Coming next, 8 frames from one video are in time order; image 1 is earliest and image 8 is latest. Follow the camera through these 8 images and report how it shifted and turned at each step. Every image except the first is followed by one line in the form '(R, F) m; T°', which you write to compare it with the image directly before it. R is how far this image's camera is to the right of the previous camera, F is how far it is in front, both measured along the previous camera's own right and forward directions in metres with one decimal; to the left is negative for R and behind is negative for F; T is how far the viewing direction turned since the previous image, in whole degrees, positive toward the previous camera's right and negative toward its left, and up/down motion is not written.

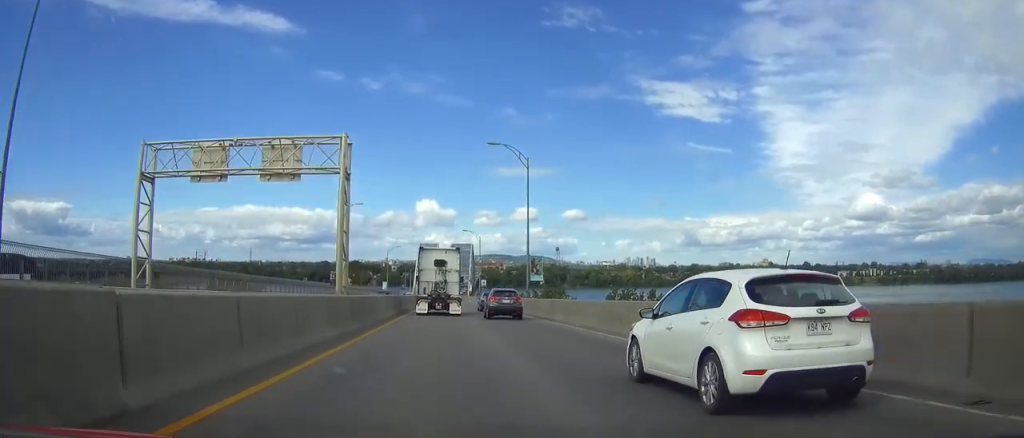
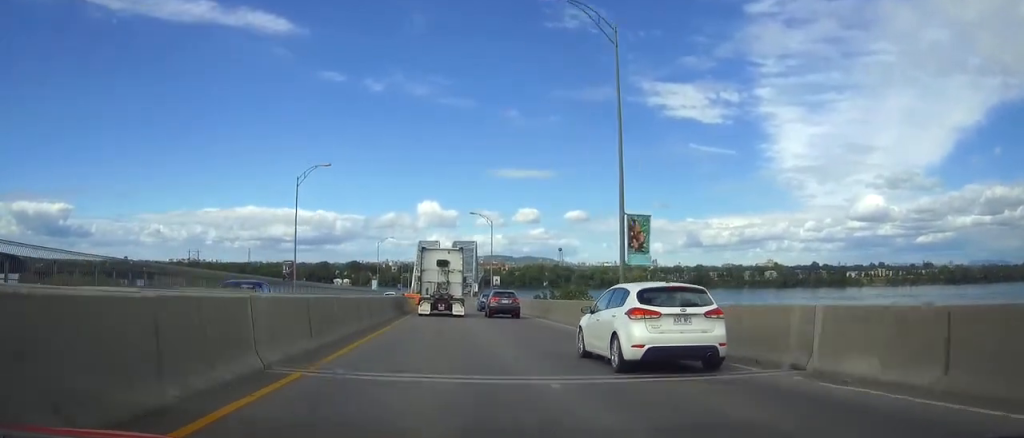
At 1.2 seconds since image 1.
(-0.1, +25.4) m; 0°
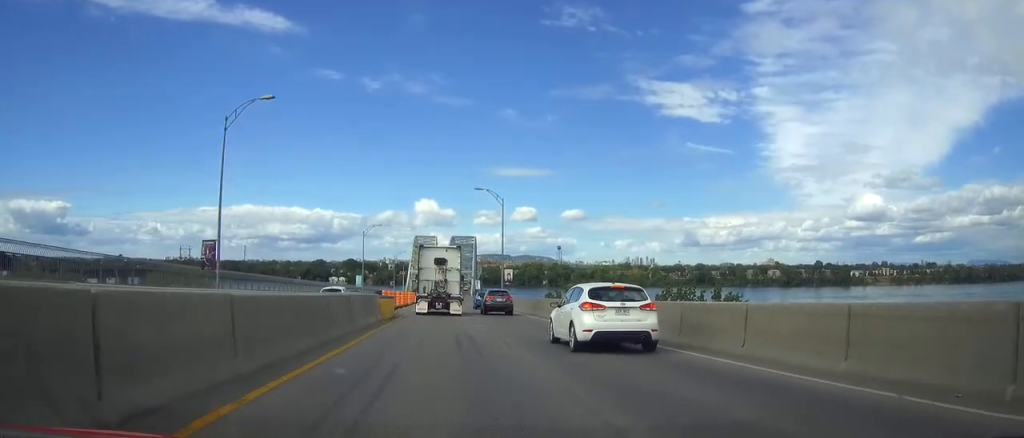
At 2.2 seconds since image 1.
(0.0, +20.0) m; 0°
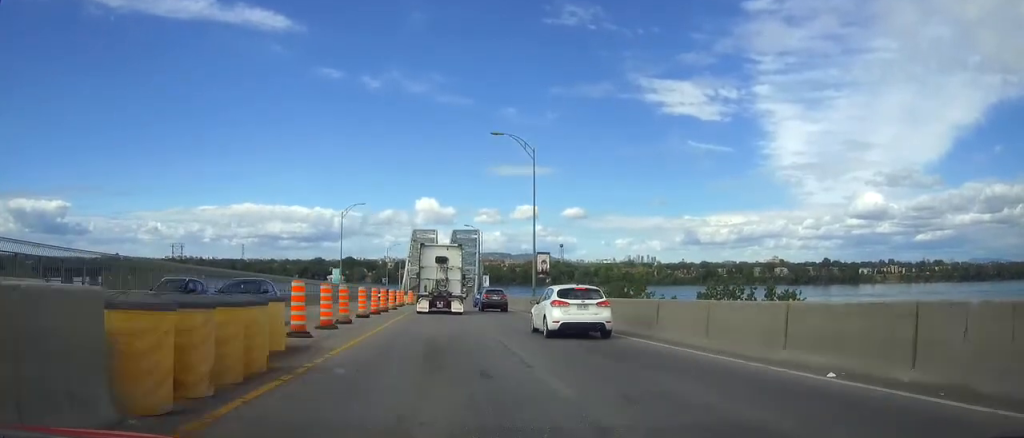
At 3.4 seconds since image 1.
(+0.1, +24.1) m; 0°
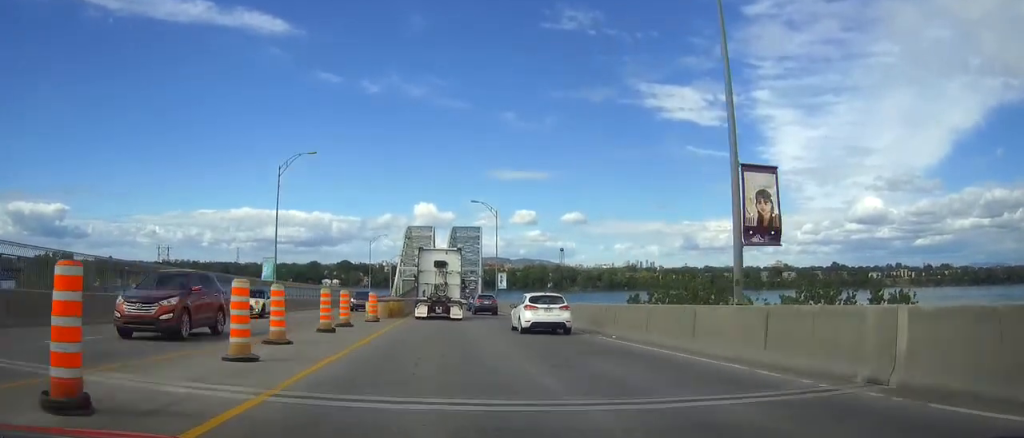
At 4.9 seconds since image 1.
(+0.1, +32.6) m; 0°
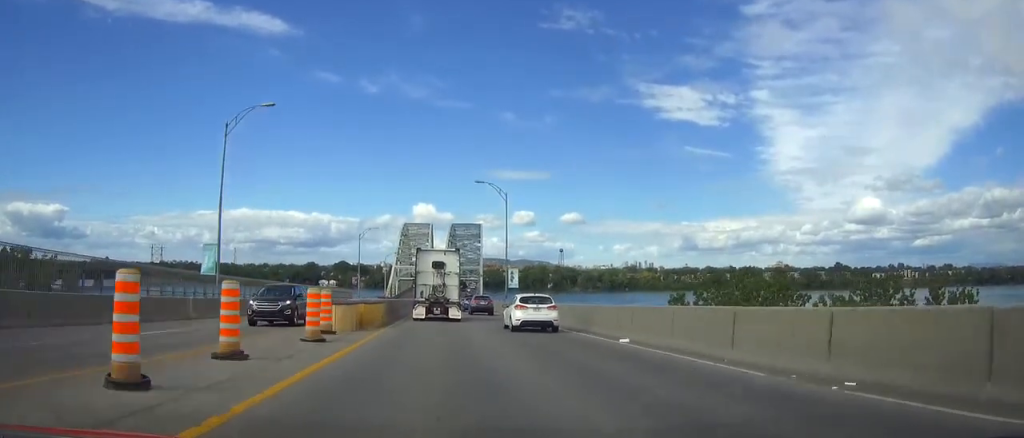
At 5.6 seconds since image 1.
(0.0, +13.3) m; 0°
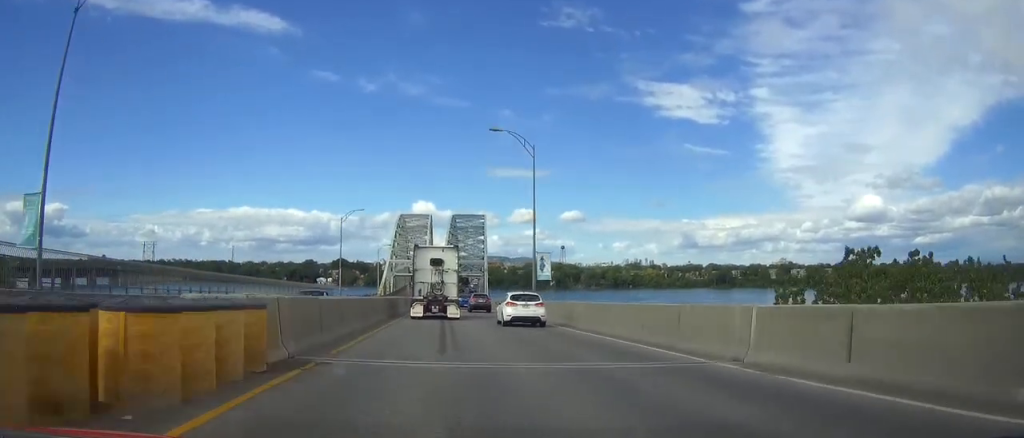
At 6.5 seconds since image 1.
(0.0, +19.0) m; 0°
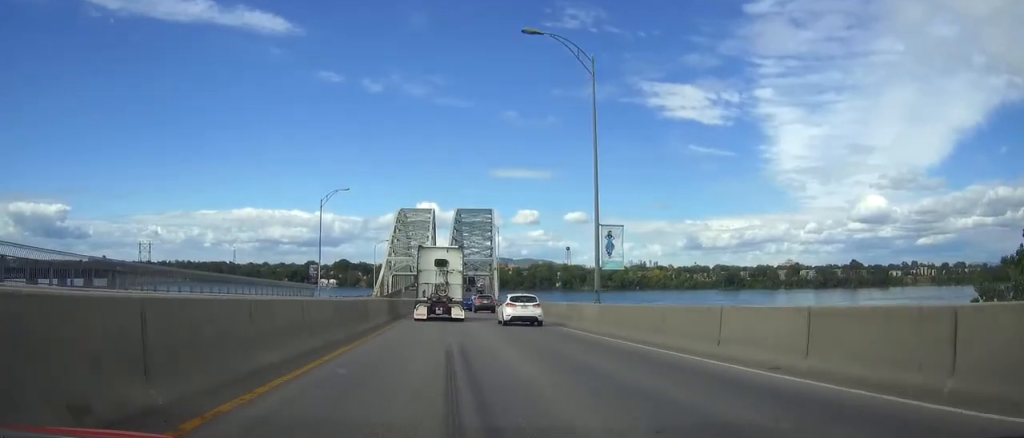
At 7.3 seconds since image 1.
(-0.1, +17.1) m; 0°
